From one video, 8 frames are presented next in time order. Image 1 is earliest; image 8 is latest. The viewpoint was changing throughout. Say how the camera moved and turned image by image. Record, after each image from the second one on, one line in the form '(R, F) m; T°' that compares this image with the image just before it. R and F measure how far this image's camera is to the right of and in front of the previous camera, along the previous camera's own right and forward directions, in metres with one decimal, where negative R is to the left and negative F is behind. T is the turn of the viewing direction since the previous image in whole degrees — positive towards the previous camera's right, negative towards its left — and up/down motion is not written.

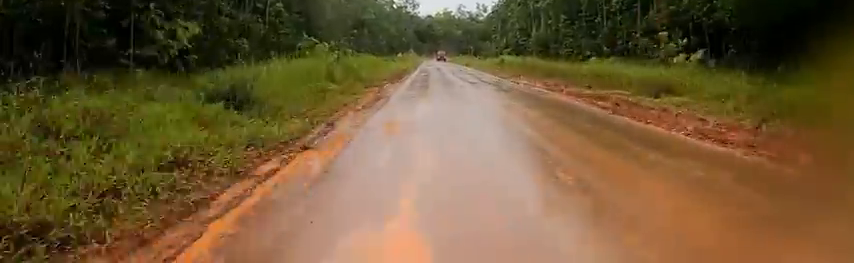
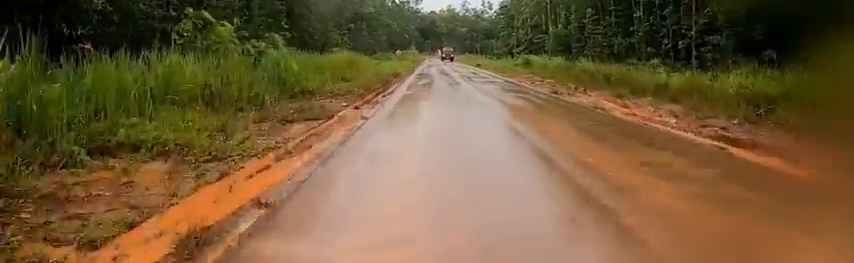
(0.0, +10.6) m; +1°
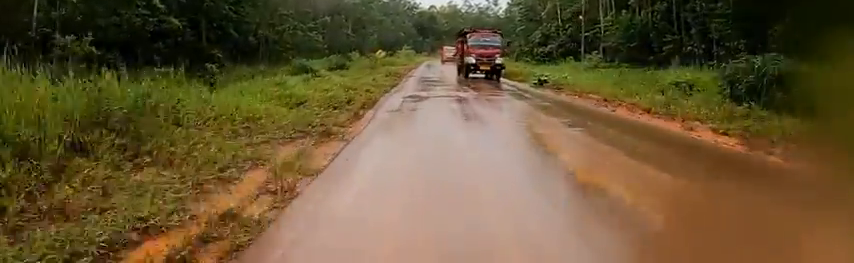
(-0.1, +26.7) m; -1°
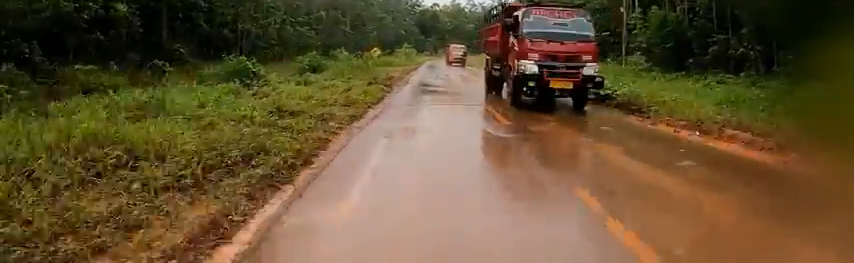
(0.0, +6.5) m; 0°
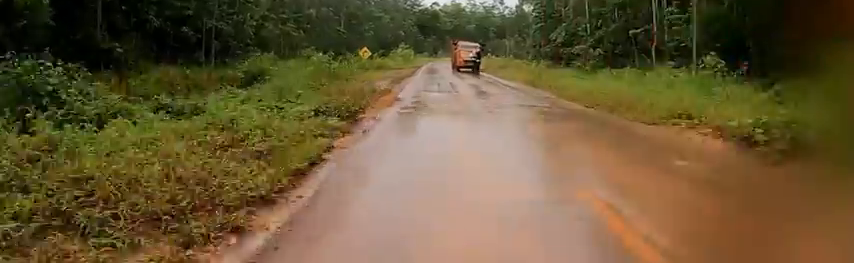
(0.0, +7.4) m; 0°
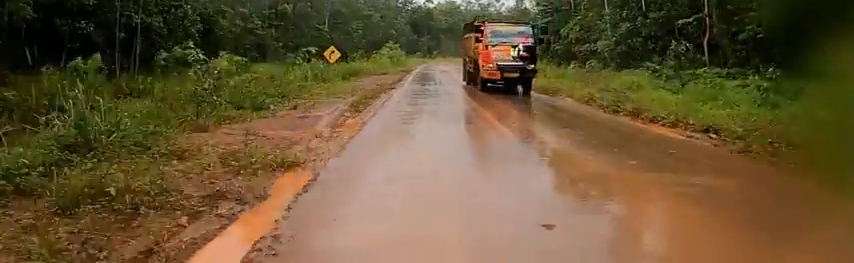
(0.0, +10.0) m; 0°
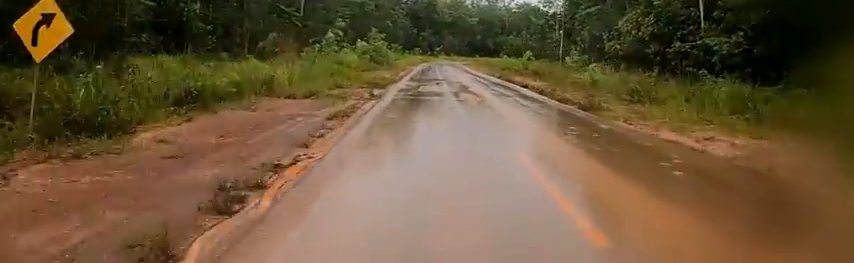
(0.0, +21.0) m; 0°
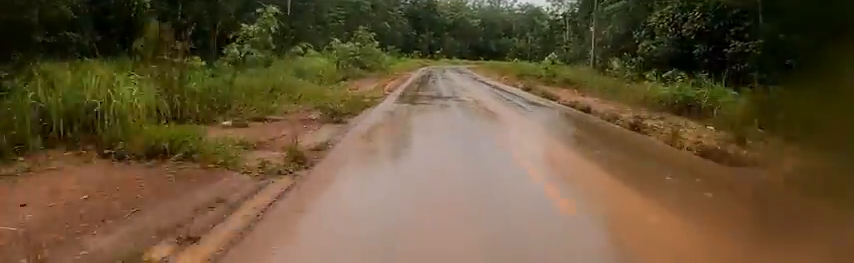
(0.0, +7.6) m; 0°
